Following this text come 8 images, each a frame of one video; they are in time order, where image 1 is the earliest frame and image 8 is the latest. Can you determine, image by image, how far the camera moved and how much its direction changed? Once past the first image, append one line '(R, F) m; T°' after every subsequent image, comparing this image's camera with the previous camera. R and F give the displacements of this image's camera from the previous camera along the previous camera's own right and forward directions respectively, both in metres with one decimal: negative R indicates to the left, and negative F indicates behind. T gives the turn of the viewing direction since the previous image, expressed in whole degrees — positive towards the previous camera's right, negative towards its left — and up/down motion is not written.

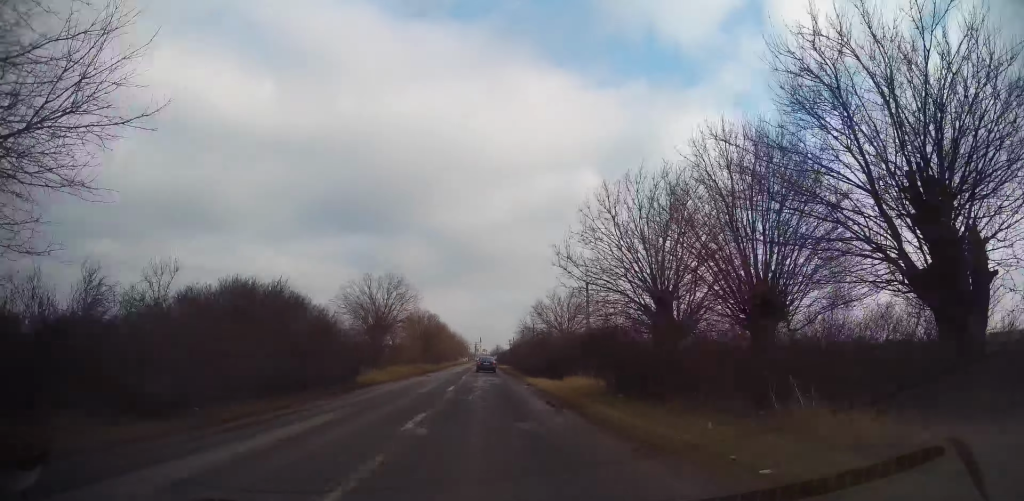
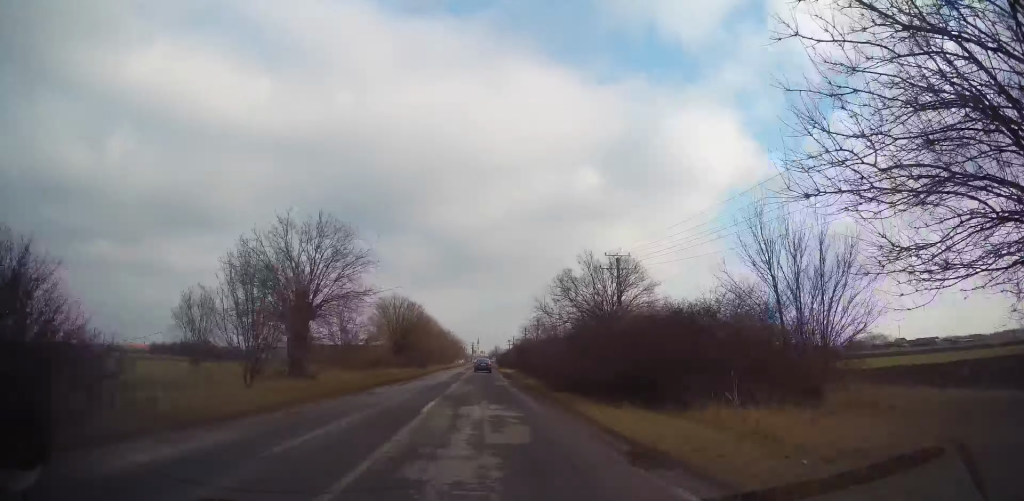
(-0.2, +19.7) m; -2°
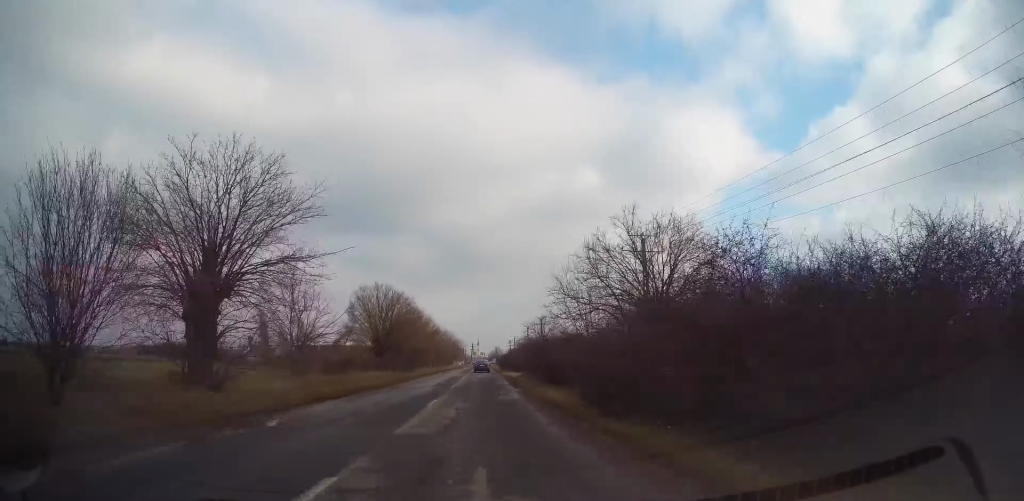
(-0.1, +10.0) m; 0°
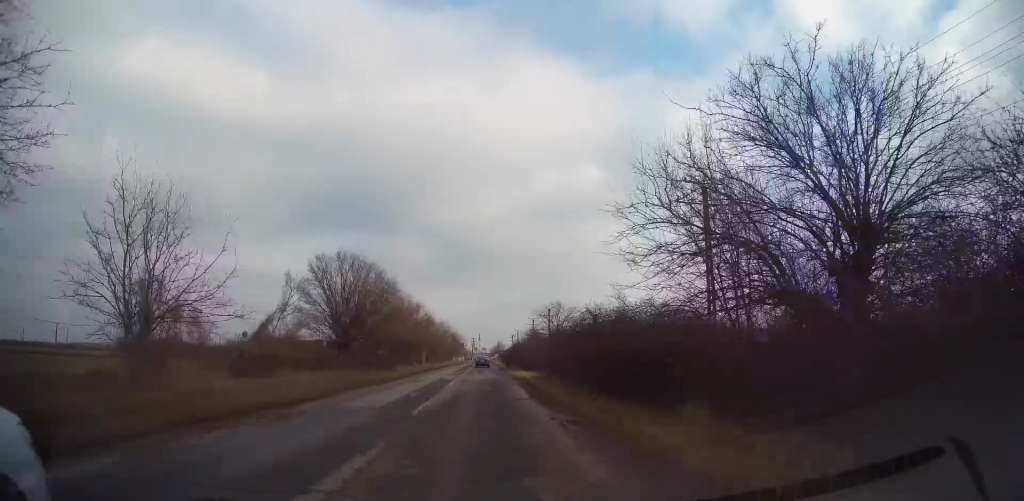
(+0.2, +14.2) m; +1°
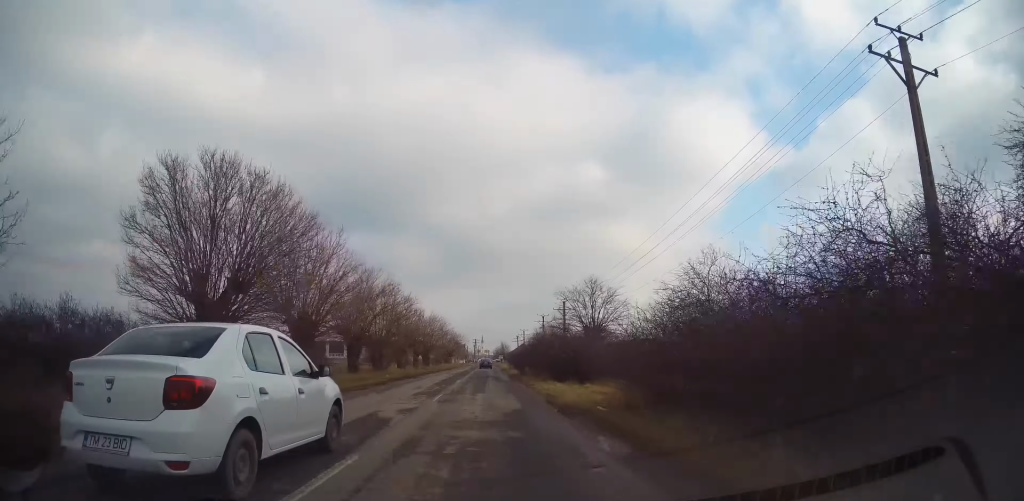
(0.0, +19.6) m; -1°
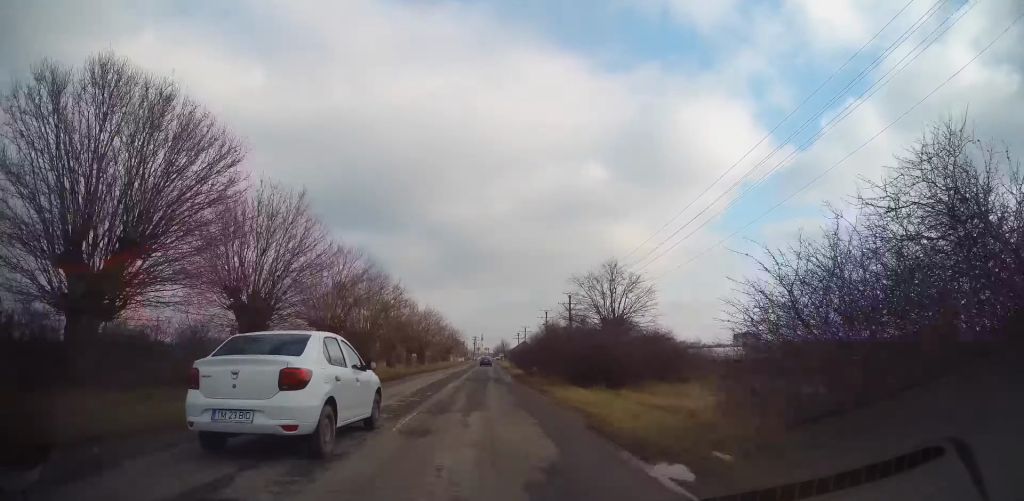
(-0.1, +6.9) m; -1°
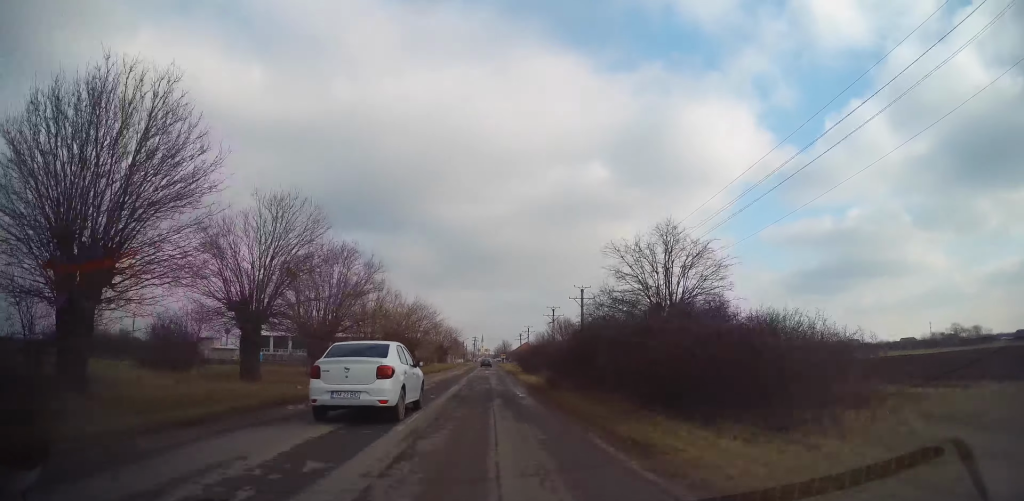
(0.0, +11.6) m; +1°
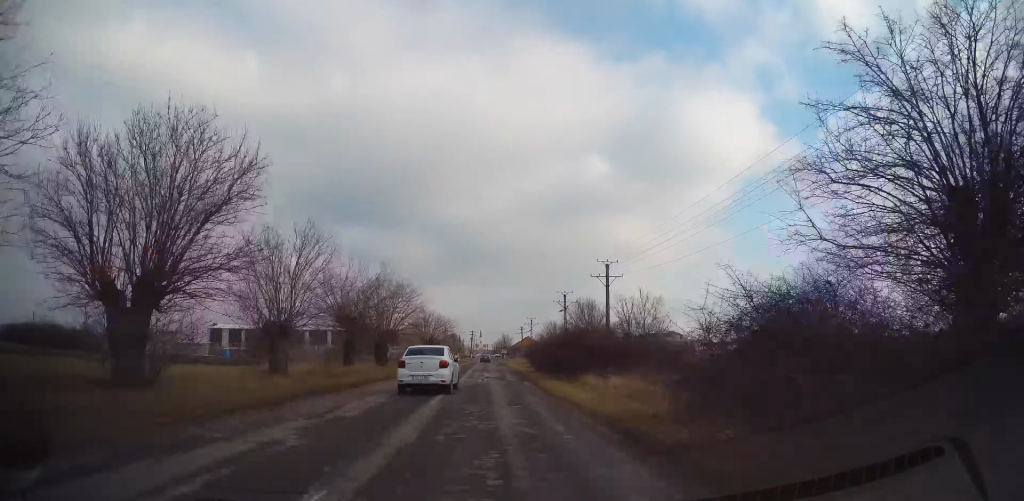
(+0.5, +19.0) m; 0°
